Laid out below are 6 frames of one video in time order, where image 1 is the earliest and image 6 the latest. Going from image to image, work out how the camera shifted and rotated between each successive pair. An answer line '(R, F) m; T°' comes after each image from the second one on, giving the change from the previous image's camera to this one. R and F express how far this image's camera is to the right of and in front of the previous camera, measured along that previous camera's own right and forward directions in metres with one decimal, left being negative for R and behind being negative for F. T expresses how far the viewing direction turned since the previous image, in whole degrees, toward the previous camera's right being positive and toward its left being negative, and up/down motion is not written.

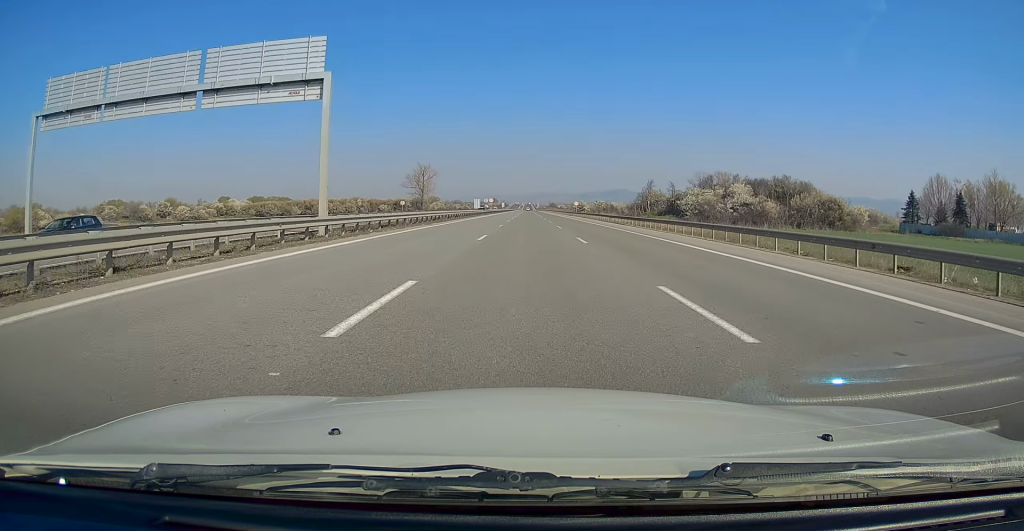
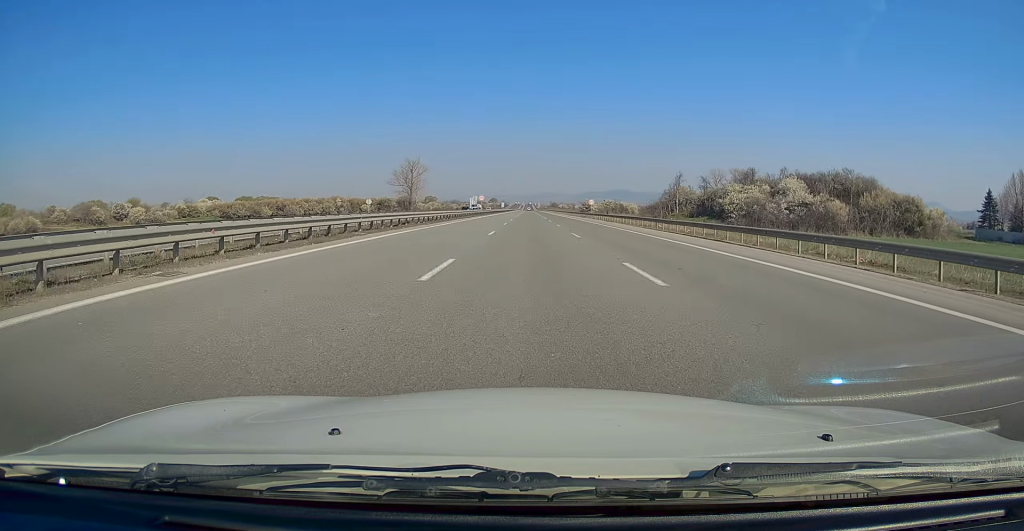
(0.0, +27.9) m; 0°
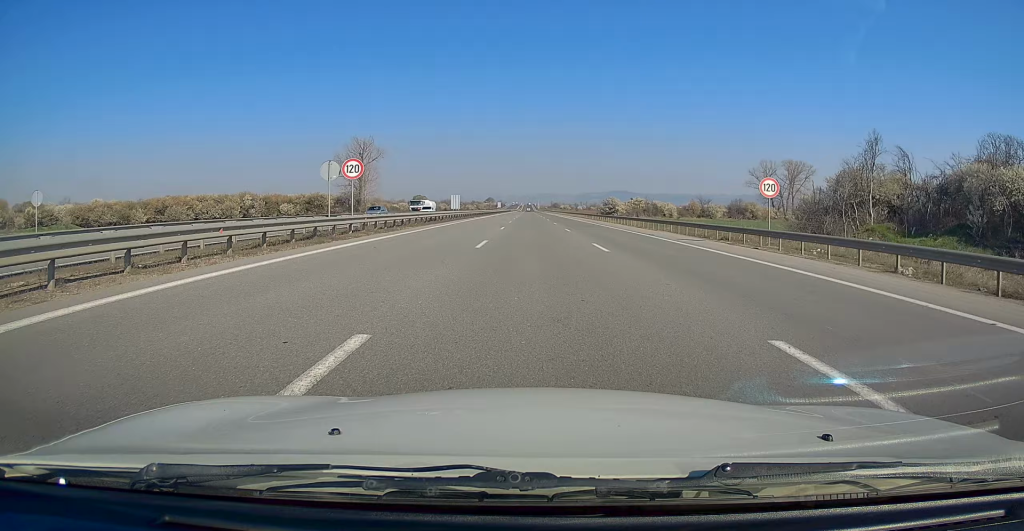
(-0.1, +71.8) m; 0°
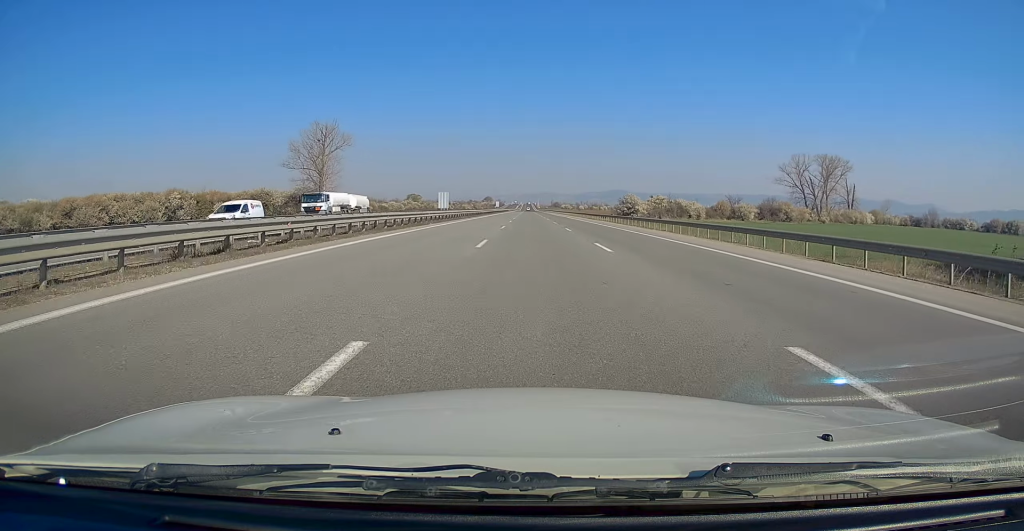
(+0.1, +32.3) m; 0°
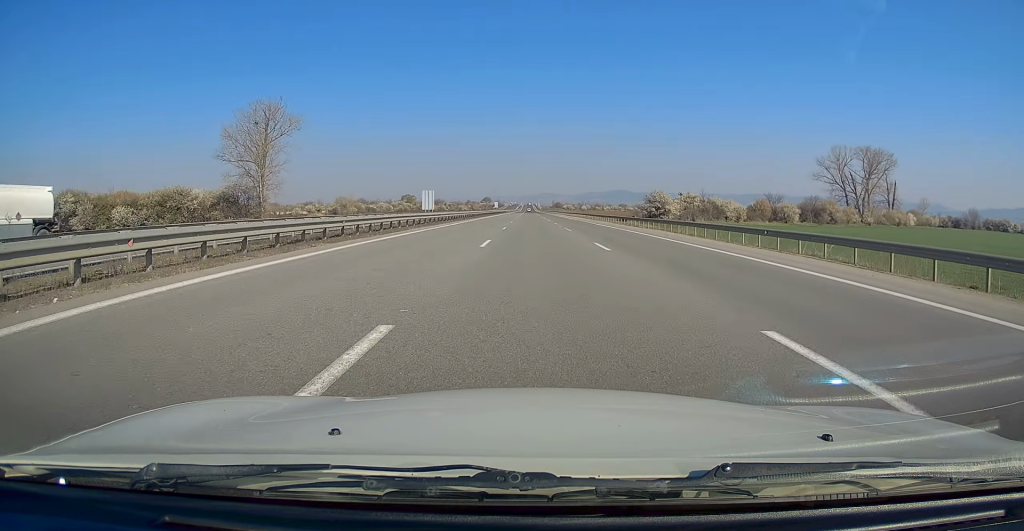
(-0.1, +31.3) m; 0°
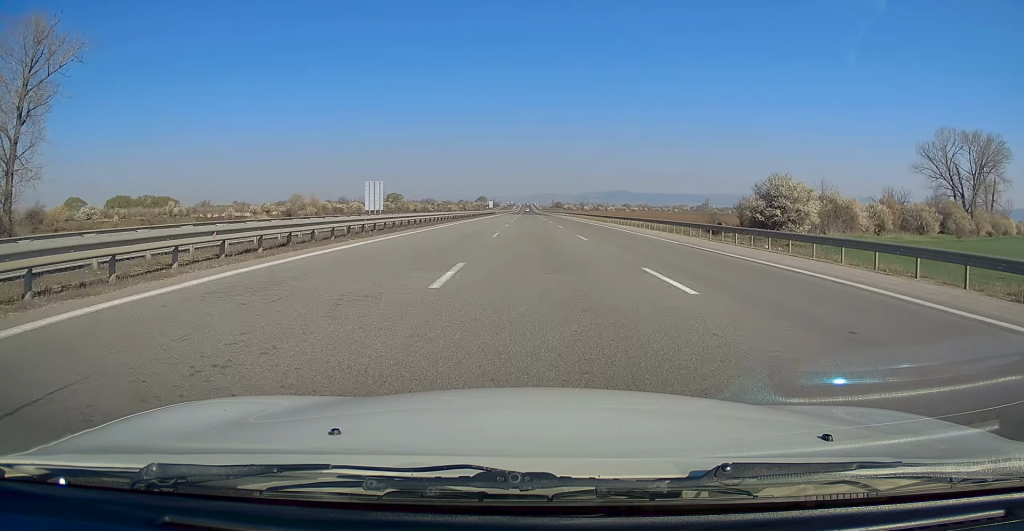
(+0.3, +57.2) m; 0°
